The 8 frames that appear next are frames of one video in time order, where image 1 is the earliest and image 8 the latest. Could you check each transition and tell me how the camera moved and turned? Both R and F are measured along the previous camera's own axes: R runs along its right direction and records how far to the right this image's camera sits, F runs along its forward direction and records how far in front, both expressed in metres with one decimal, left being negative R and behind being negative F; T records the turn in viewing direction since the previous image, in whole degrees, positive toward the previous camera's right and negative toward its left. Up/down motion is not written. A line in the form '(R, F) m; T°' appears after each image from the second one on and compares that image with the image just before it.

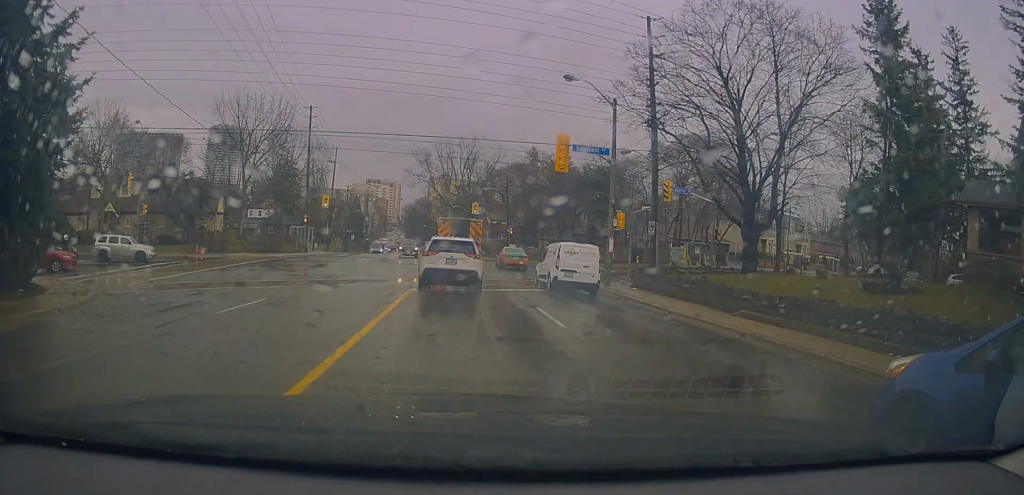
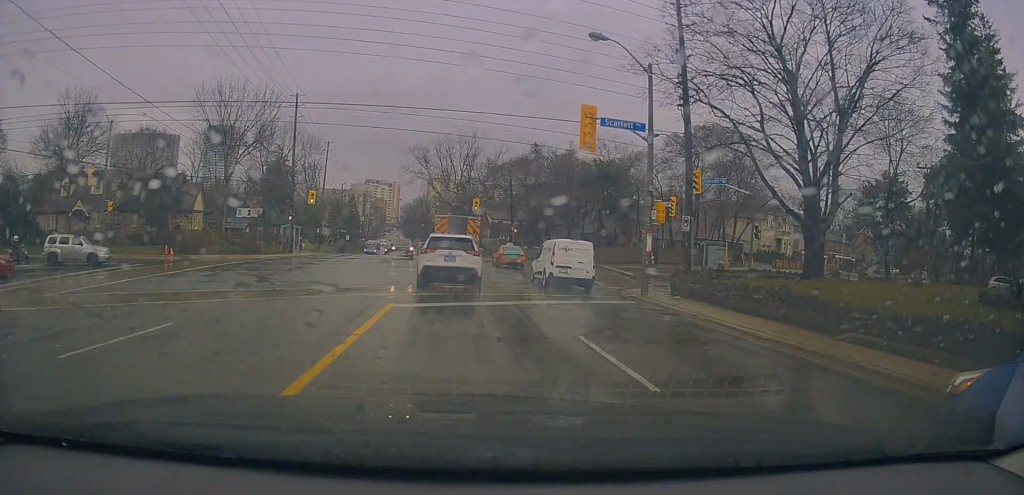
(0.0, +4.8) m; 0°
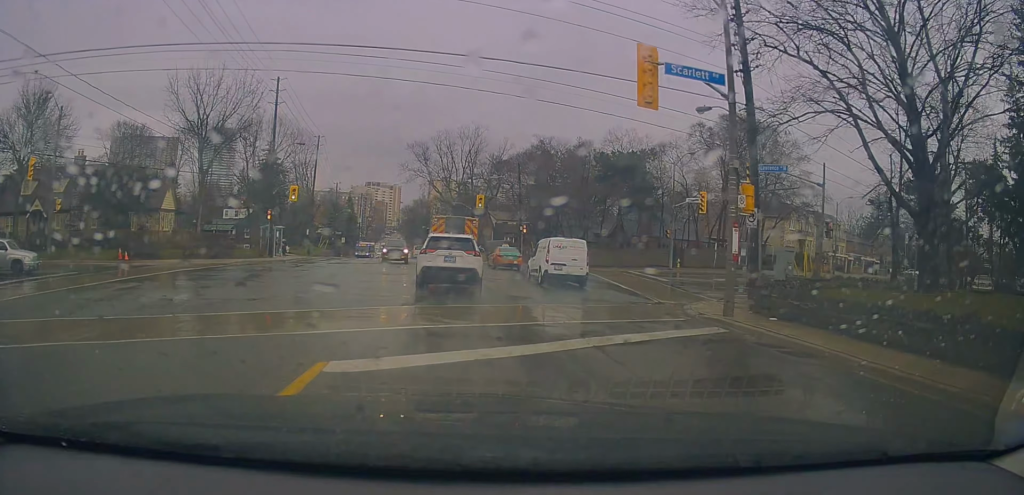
(+0.2, +5.9) m; 0°
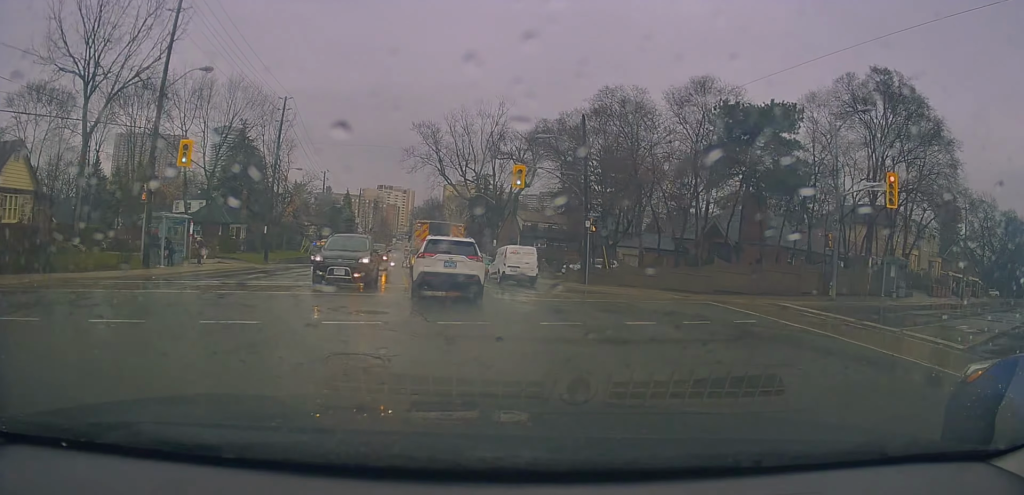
(-1.0, +17.6) m; -5°
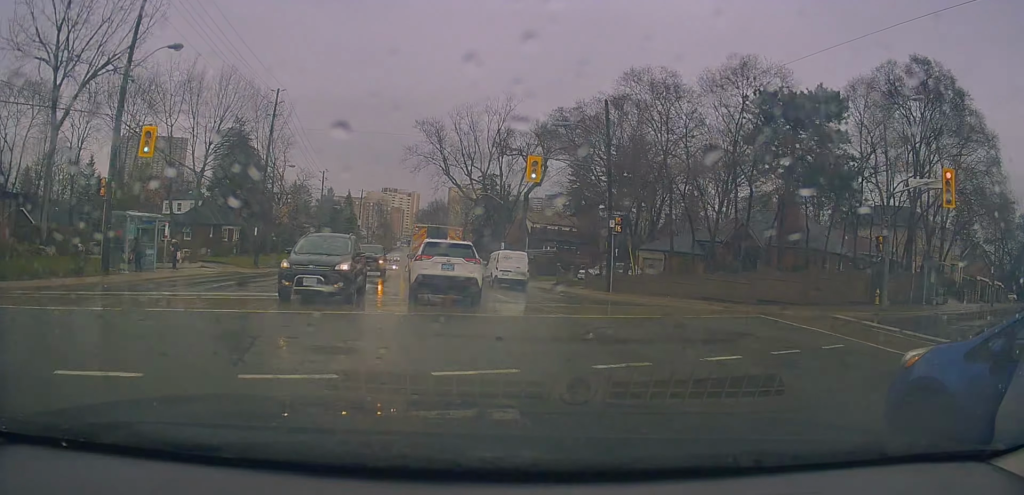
(0.0, +3.4) m; 0°
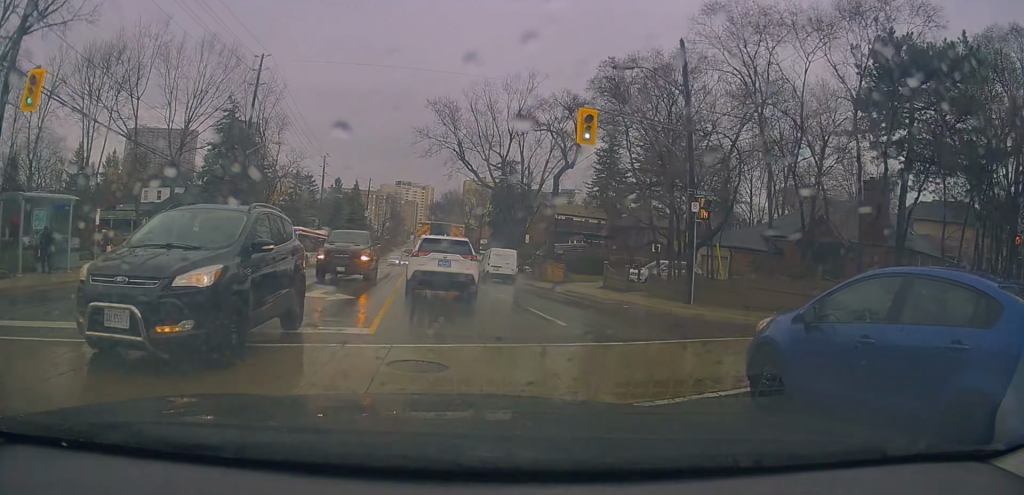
(0.0, +7.2) m; 0°
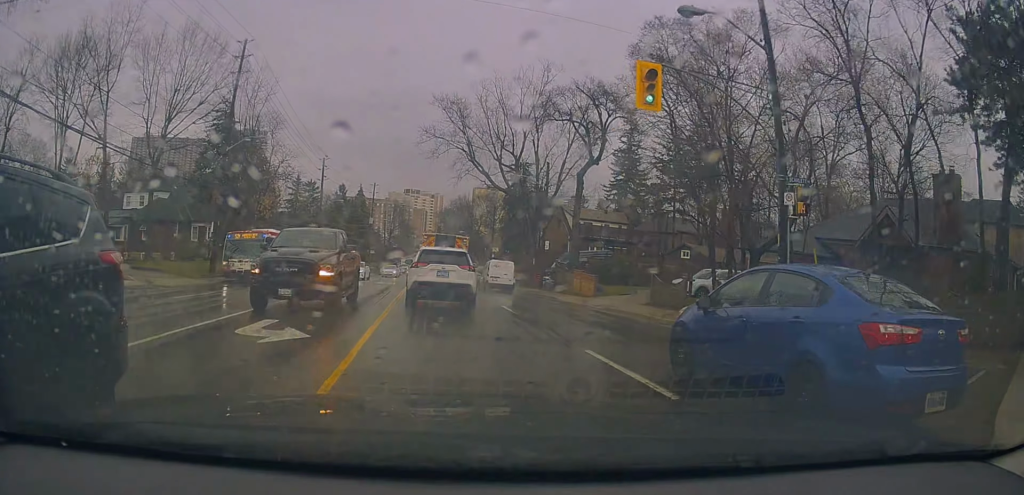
(0.0, +5.2) m; -1°
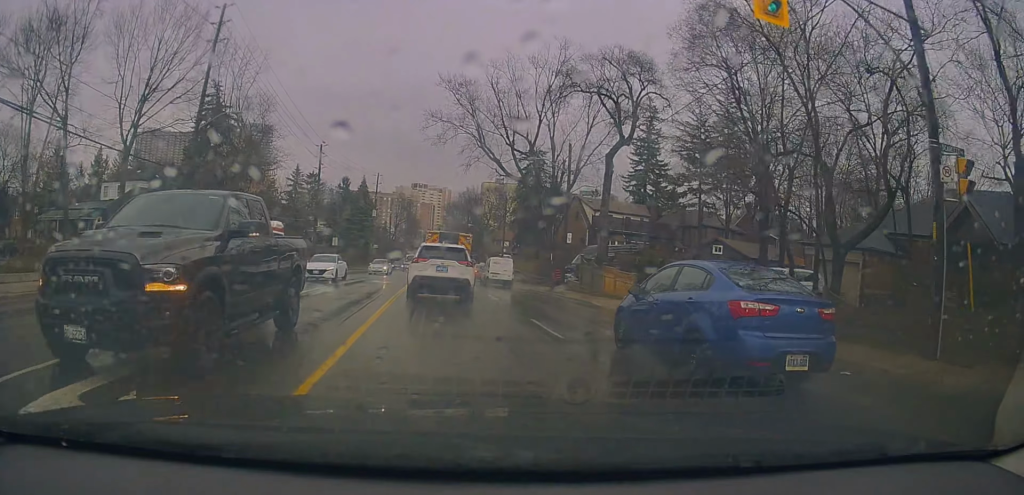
(-0.1, +5.0) m; 0°
